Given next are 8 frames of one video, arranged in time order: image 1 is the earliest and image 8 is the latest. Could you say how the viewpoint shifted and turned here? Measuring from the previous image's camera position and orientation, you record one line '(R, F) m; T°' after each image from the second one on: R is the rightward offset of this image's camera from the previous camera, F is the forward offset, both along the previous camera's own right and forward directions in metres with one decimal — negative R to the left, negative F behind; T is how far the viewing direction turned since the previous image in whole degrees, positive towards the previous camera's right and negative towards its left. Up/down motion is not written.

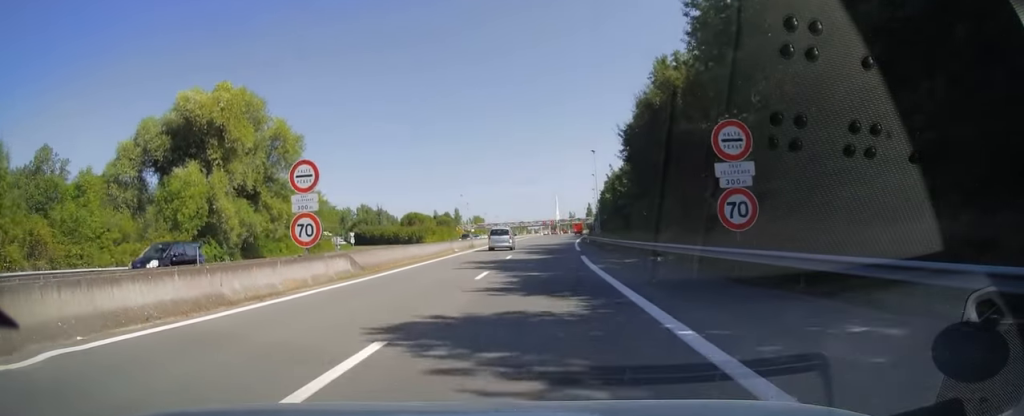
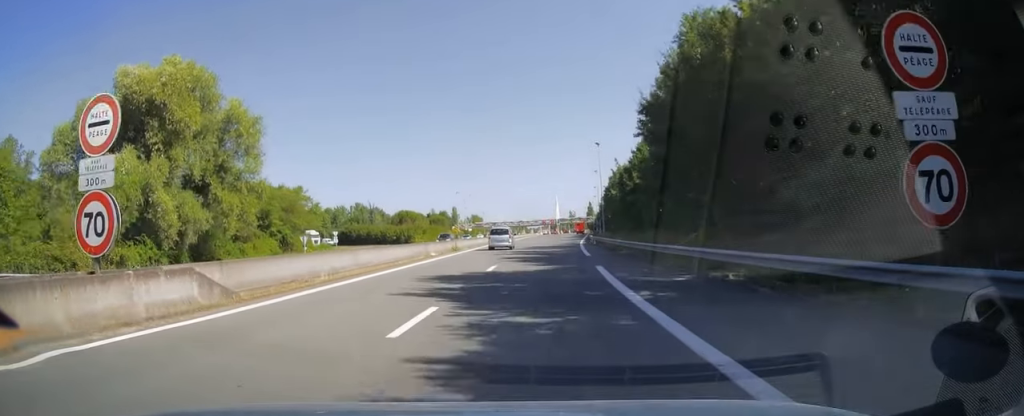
(0.0, +9.8) m; 0°
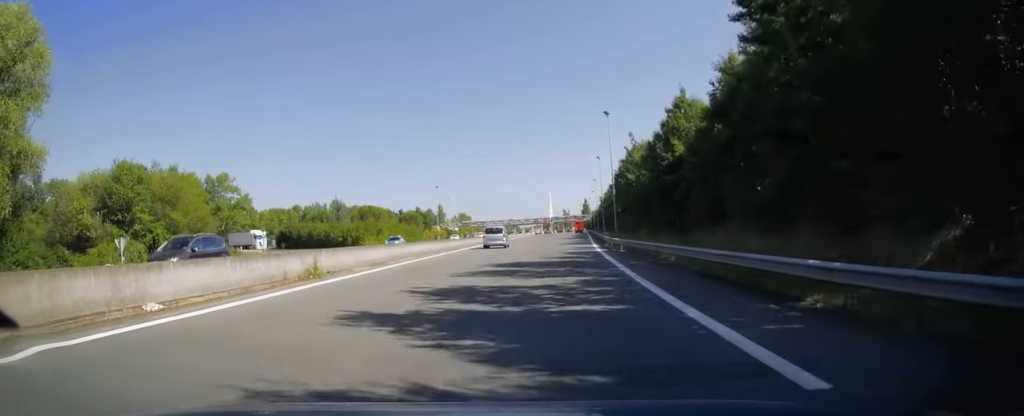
(0.0, +27.9) m; 0°
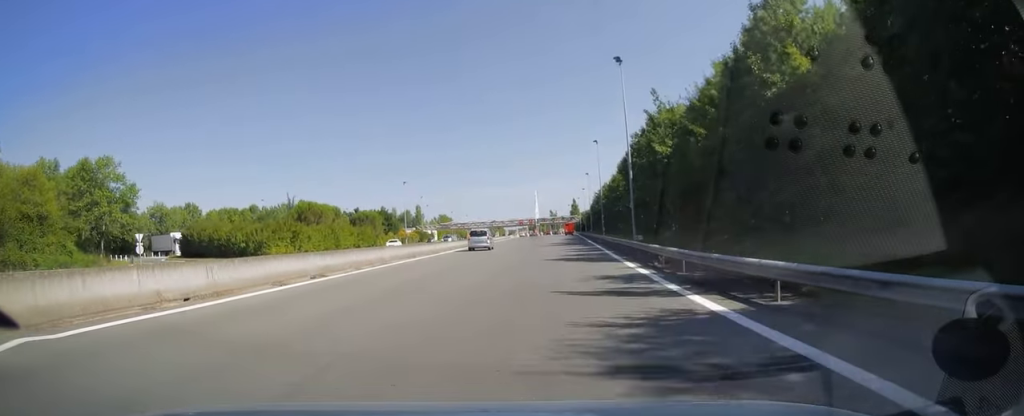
(+0.3, +26.7) m; +1°
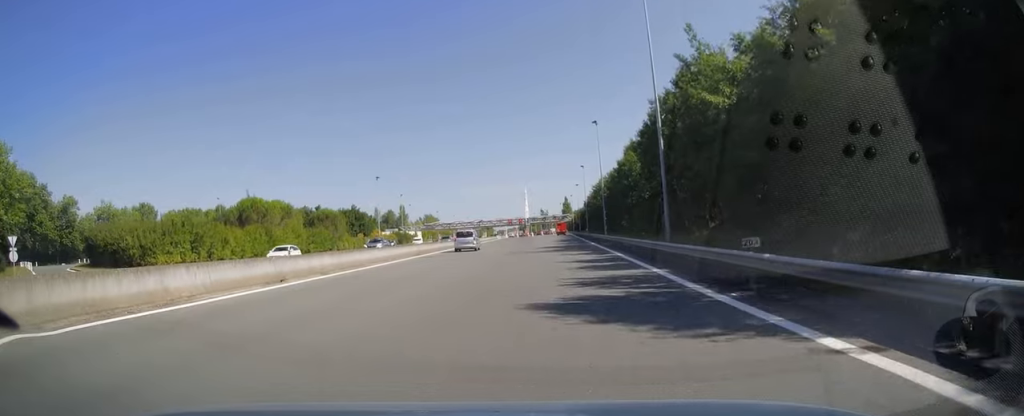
(+0.1, +18.0) m; +1°
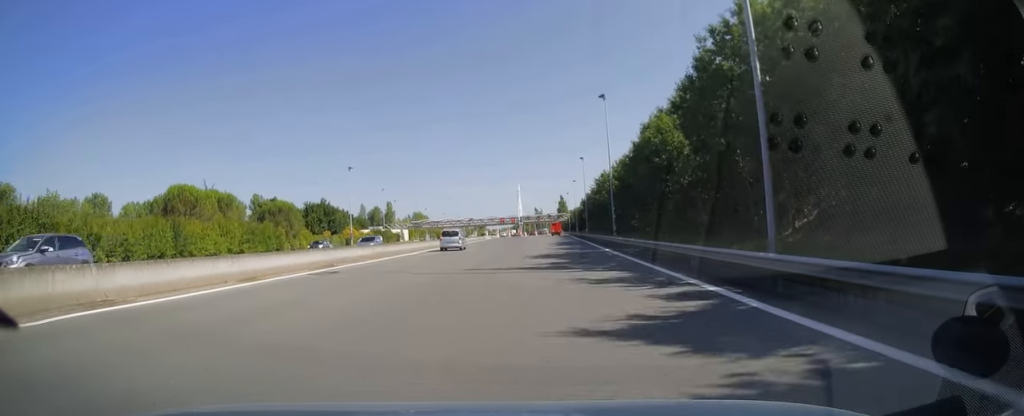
(+0.1, +17.4) m; 0°
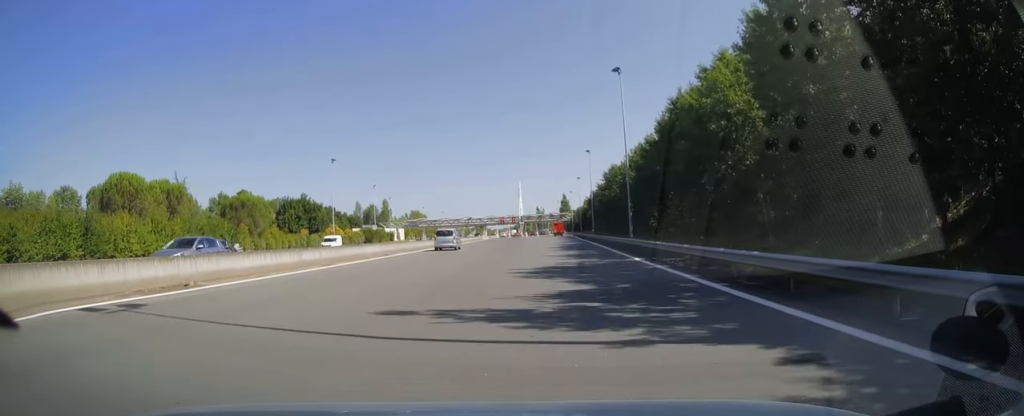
(0.0, +12.1) m; 0°
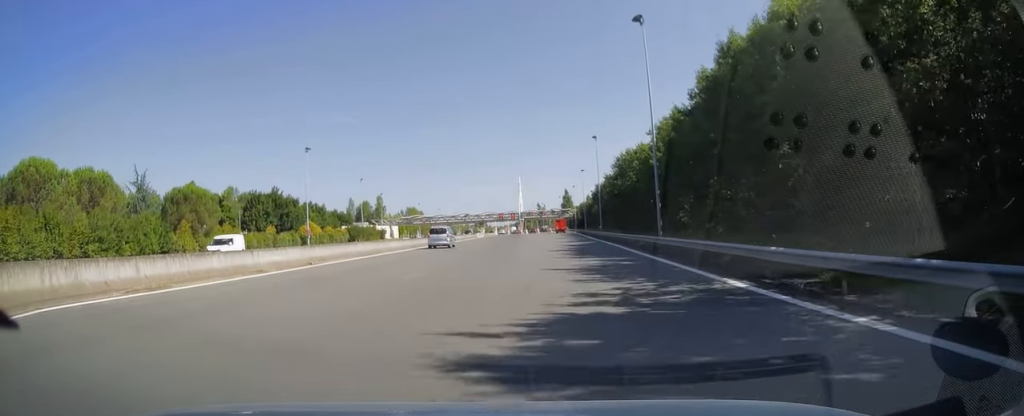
(+0.1, +13.8) m; 0°
